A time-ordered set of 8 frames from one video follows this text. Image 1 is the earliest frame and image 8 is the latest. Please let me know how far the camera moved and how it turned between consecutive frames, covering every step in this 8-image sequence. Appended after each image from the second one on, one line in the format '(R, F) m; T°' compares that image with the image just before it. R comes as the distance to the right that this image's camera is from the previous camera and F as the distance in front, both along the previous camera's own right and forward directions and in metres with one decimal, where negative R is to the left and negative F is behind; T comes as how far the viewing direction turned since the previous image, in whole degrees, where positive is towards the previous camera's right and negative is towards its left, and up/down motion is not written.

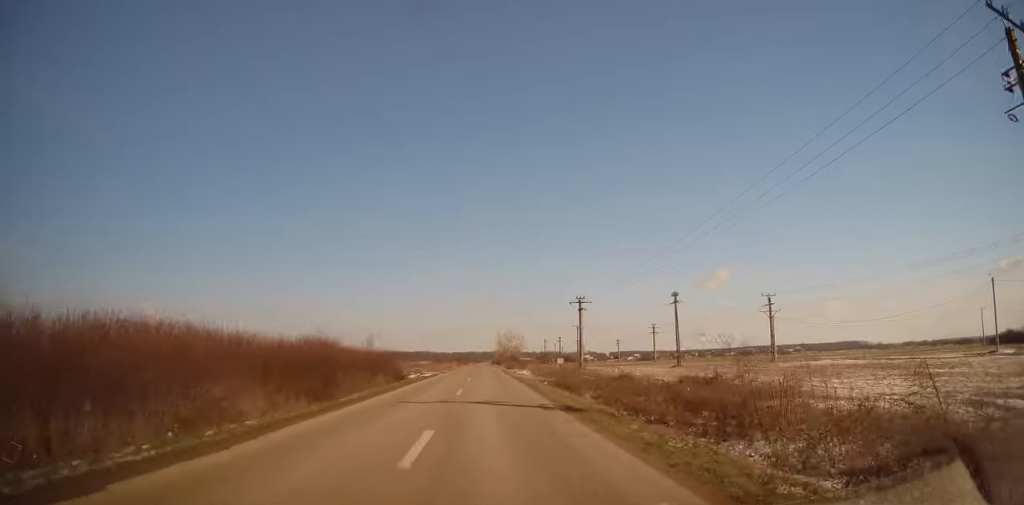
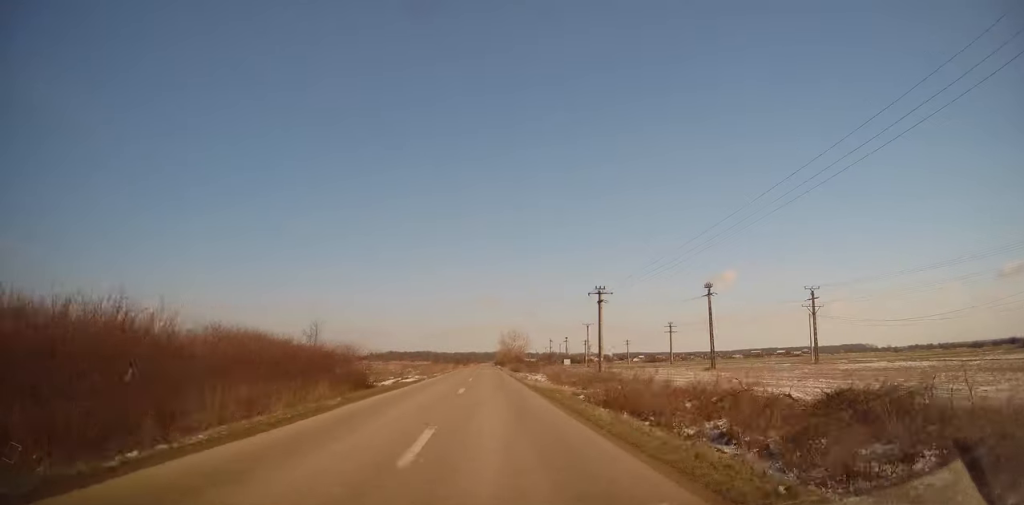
(0.0, +12.1) m; 0°
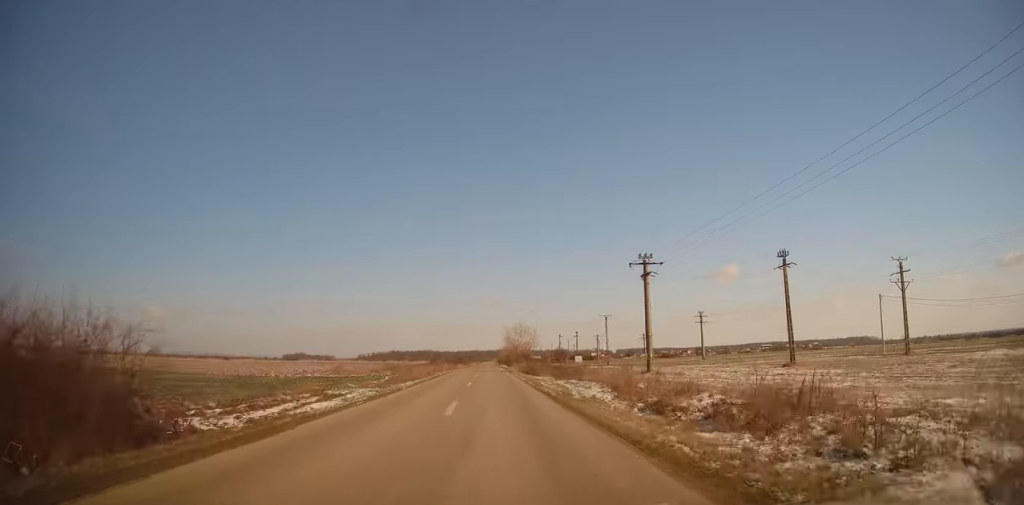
(+0.1, +19.1) m; 0°
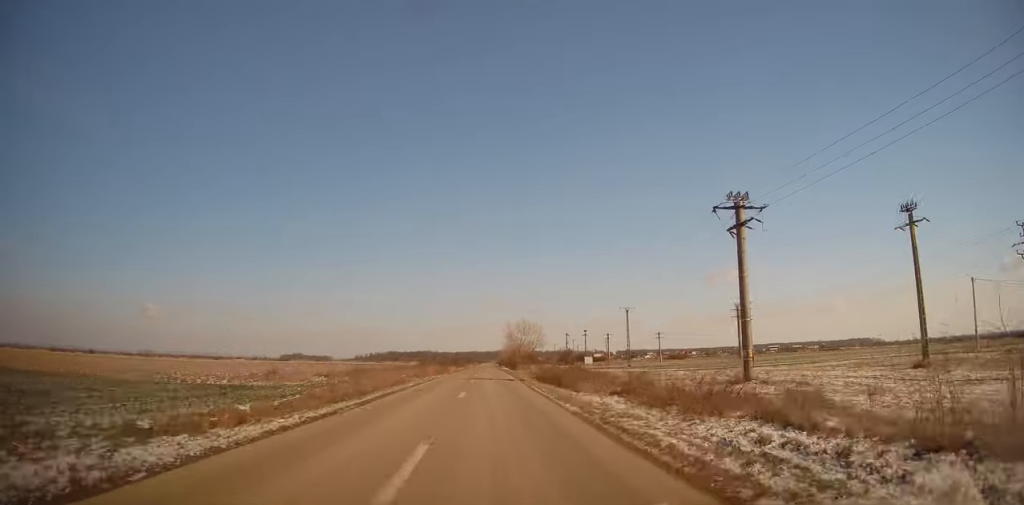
(+0.1, +18.9) m; 0°
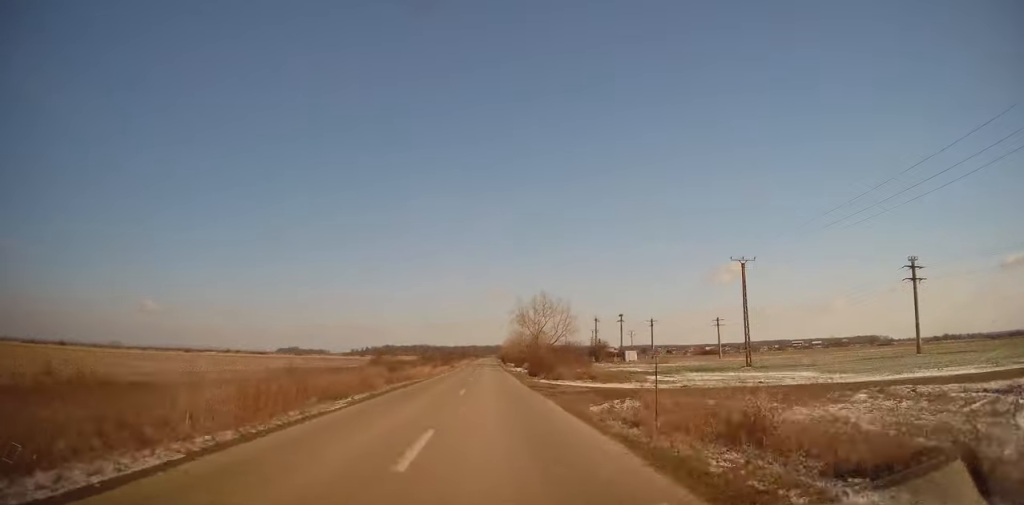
(-0.8, +46.8) m; -1°
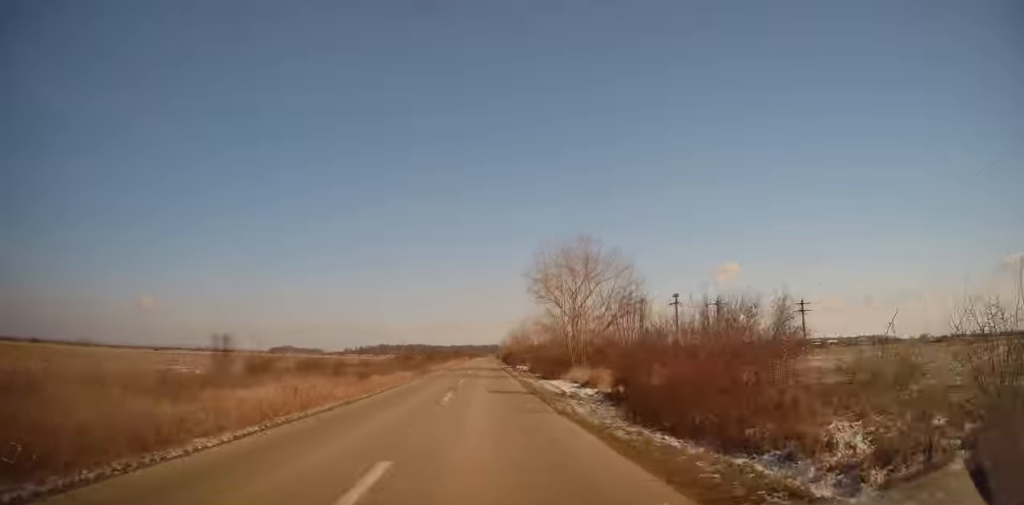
(+0.4, +38.5) m; 0°
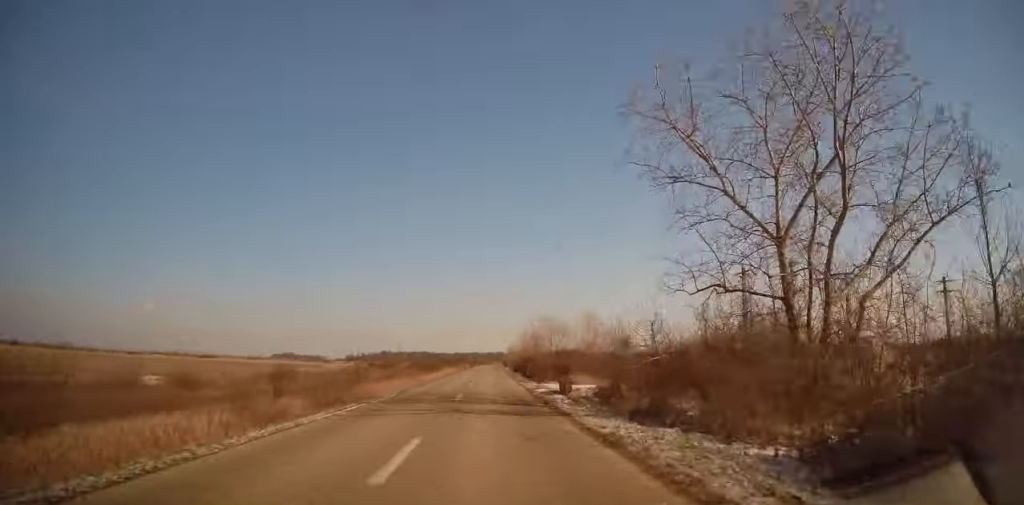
(-0.3, +33.8) m; -1°
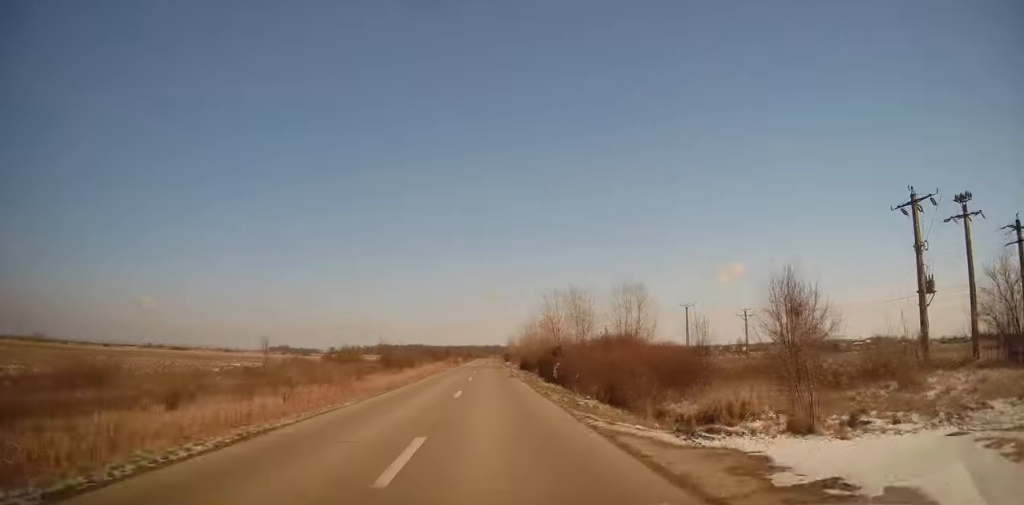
(-0.2, +24.1) m; 0°
